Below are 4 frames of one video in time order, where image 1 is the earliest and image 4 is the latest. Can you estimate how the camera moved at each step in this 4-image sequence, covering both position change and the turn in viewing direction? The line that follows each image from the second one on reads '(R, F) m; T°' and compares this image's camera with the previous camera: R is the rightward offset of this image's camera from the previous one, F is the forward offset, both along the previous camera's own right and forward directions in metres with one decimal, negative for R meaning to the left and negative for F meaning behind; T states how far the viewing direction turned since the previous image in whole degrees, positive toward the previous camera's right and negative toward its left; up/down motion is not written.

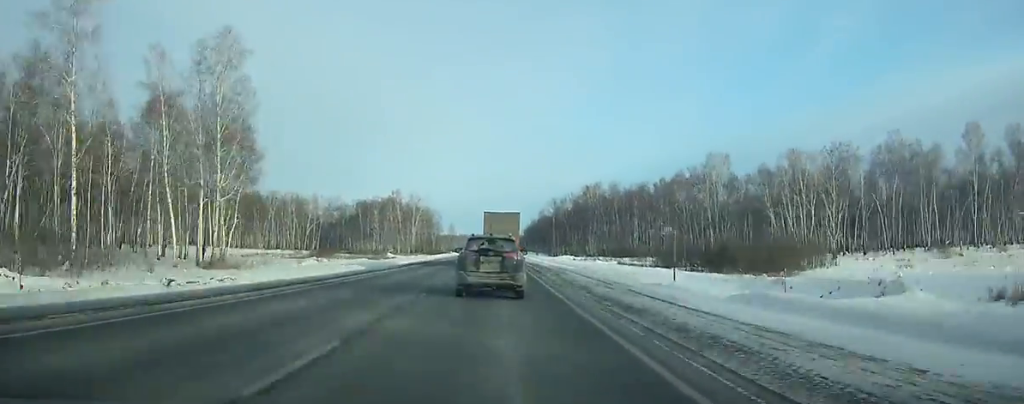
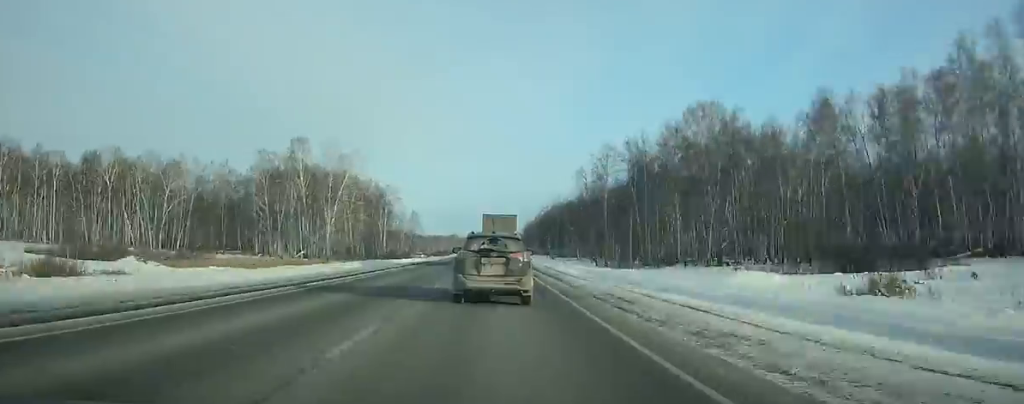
(+0.9, +117.5) m; +1°
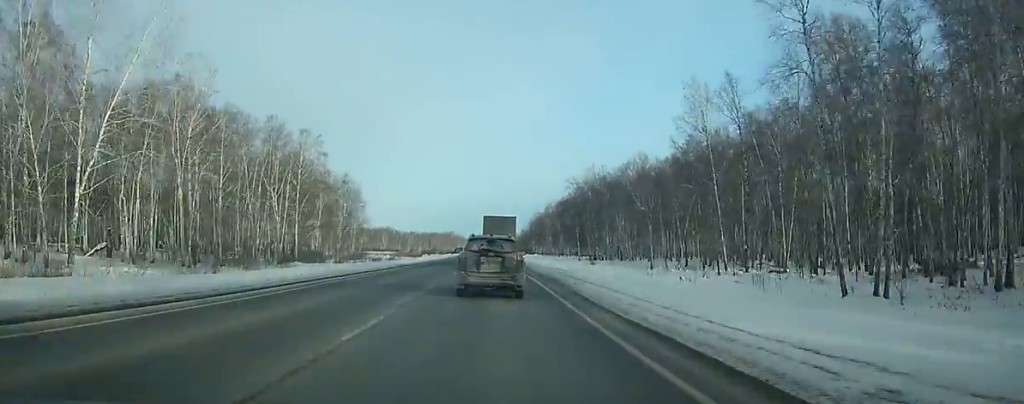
(-0.2, +82.3) m; 0°
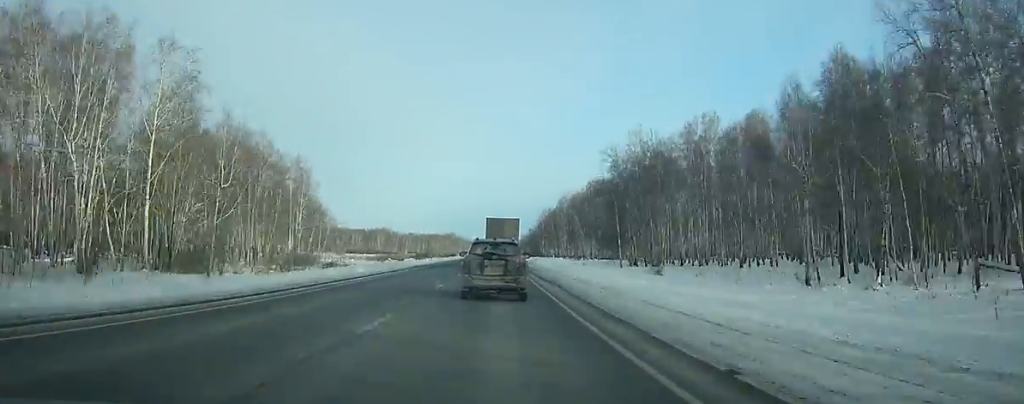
(0.0, +46.0) m; 0°
